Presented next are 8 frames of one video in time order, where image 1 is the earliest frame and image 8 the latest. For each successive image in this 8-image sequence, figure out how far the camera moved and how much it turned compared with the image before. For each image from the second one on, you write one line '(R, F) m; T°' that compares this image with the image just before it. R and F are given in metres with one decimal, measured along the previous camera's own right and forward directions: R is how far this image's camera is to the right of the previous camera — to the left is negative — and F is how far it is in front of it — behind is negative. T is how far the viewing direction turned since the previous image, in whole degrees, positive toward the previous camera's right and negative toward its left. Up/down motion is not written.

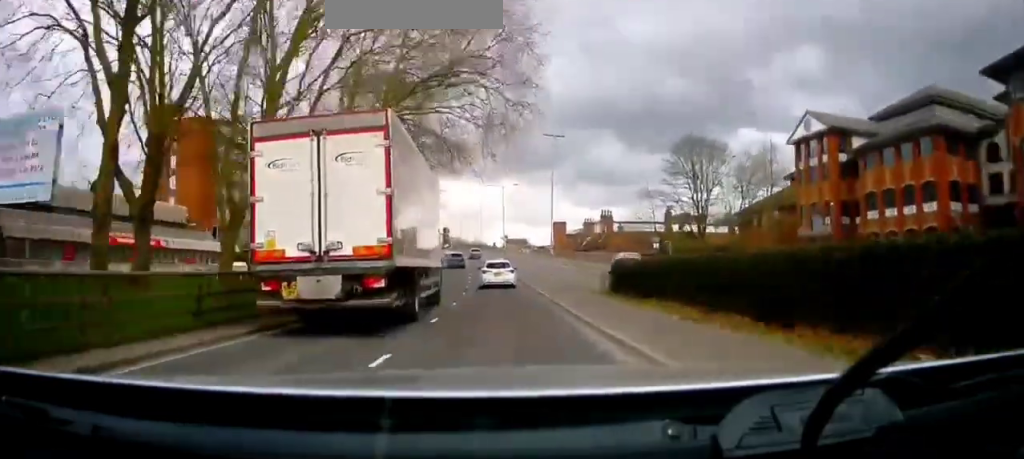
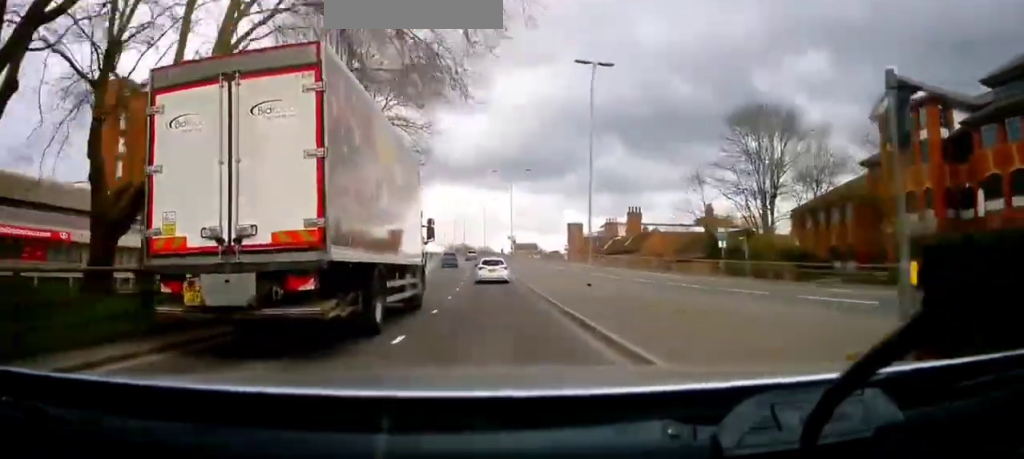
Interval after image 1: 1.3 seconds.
(+0.4, +16.4) m; -1°
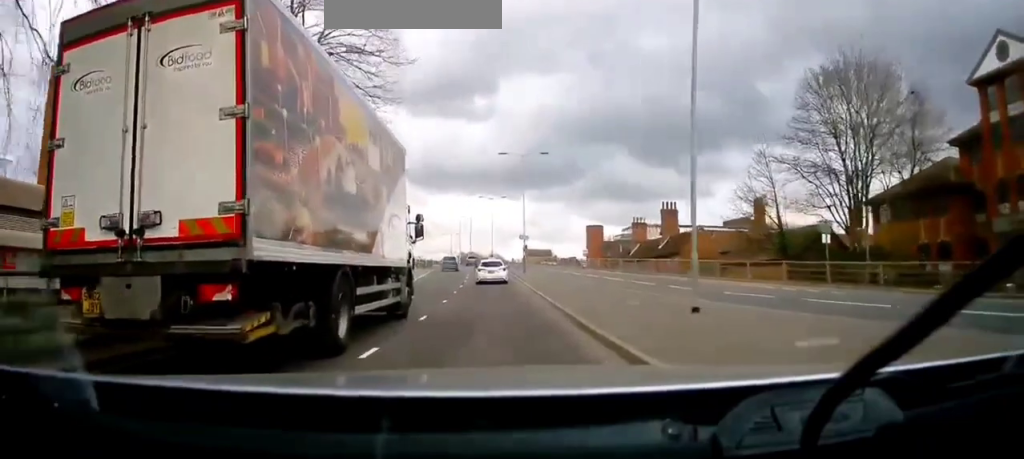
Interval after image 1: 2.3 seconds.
(-0.4, +12.9) m; -2°
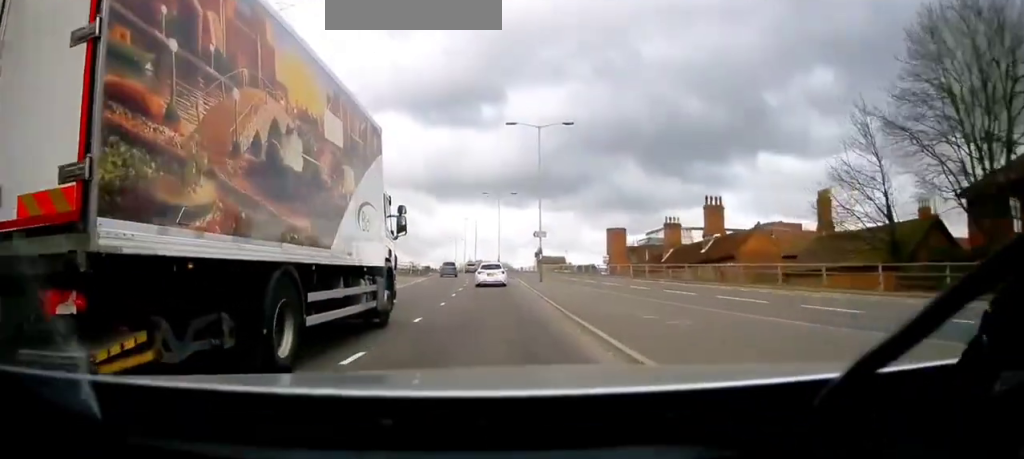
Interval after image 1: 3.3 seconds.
(-0.1, +12.8) m; 0°
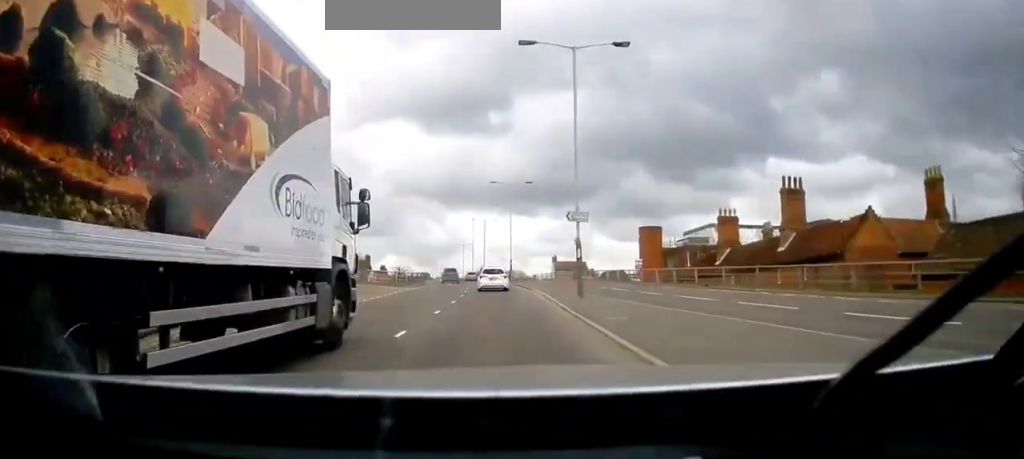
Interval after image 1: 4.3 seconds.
(0.0, +14.2) m; 0°
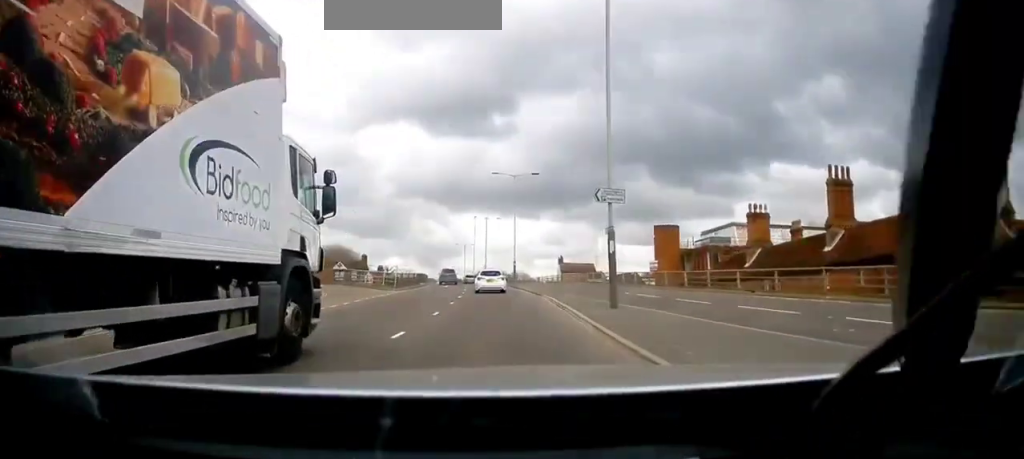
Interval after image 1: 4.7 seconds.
(0.0, +6.1) m; 0°
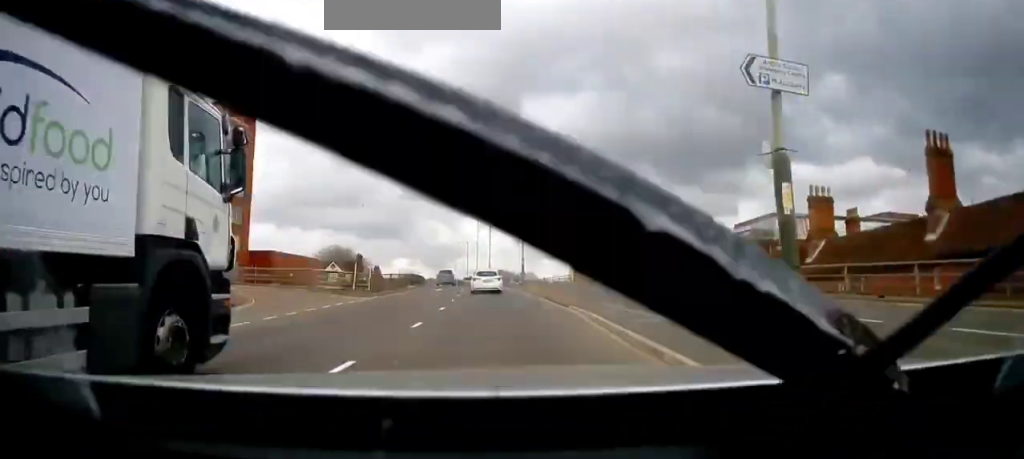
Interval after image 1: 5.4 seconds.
(+0.1, +9.1) m; -1°
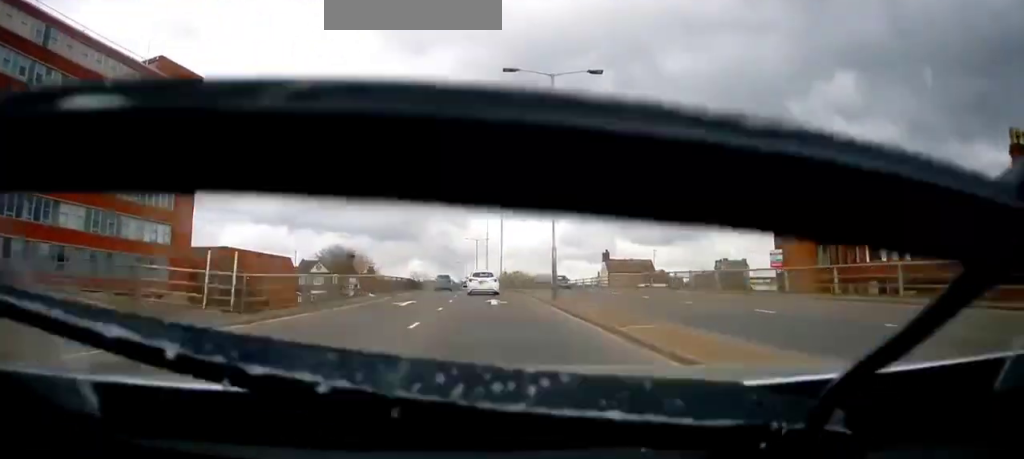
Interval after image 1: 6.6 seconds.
(-0.5, +18.6) m; 0°
